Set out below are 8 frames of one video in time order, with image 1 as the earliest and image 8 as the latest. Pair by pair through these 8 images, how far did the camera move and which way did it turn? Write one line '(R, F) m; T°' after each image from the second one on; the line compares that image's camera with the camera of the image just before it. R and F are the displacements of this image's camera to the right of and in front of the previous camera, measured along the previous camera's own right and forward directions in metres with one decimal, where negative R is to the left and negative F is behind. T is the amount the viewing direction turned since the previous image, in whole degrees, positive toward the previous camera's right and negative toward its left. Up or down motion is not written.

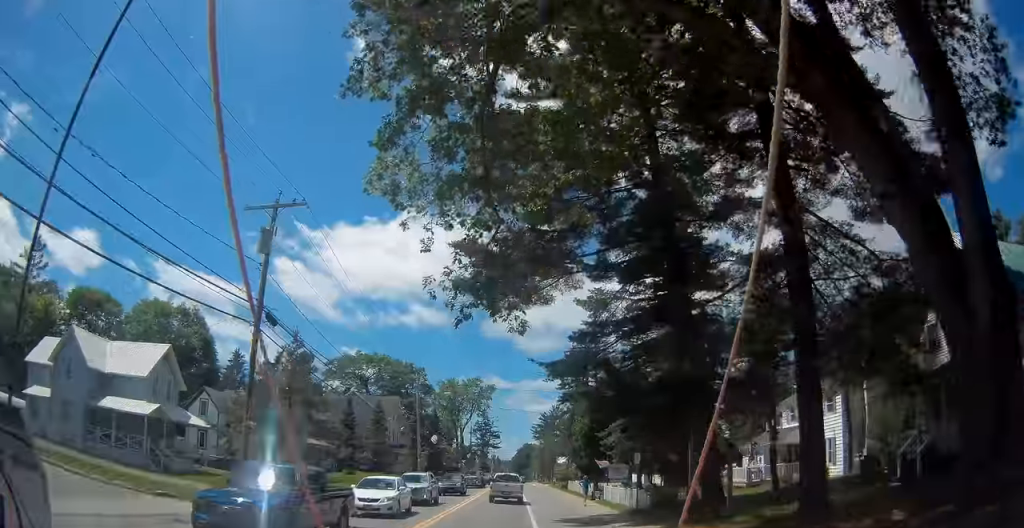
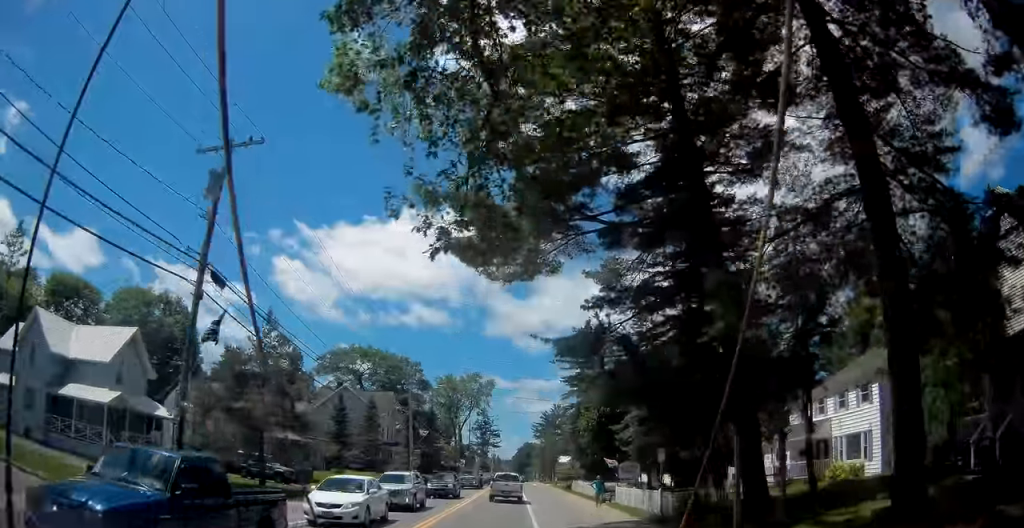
(-0.1, +3.6) m; 0°
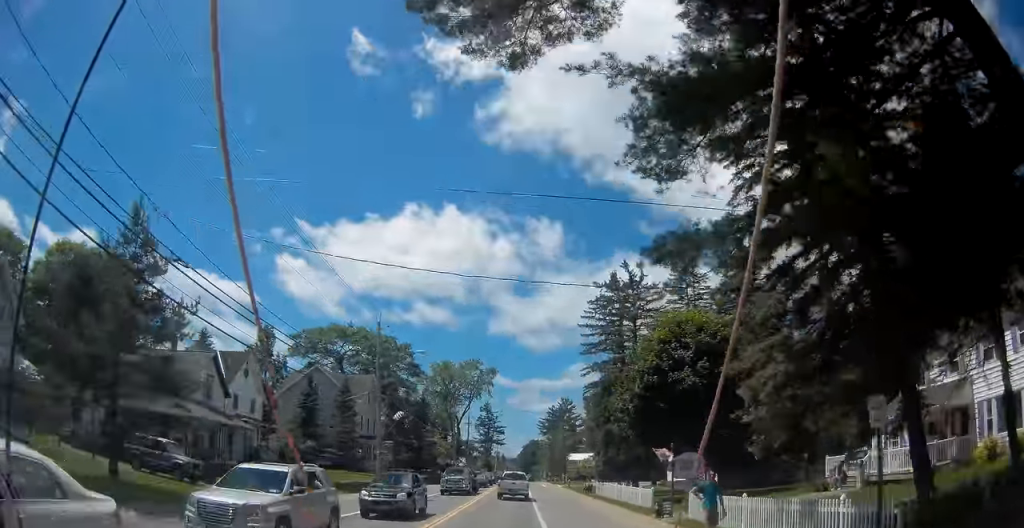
(+0.1, +11.6) m; -1°
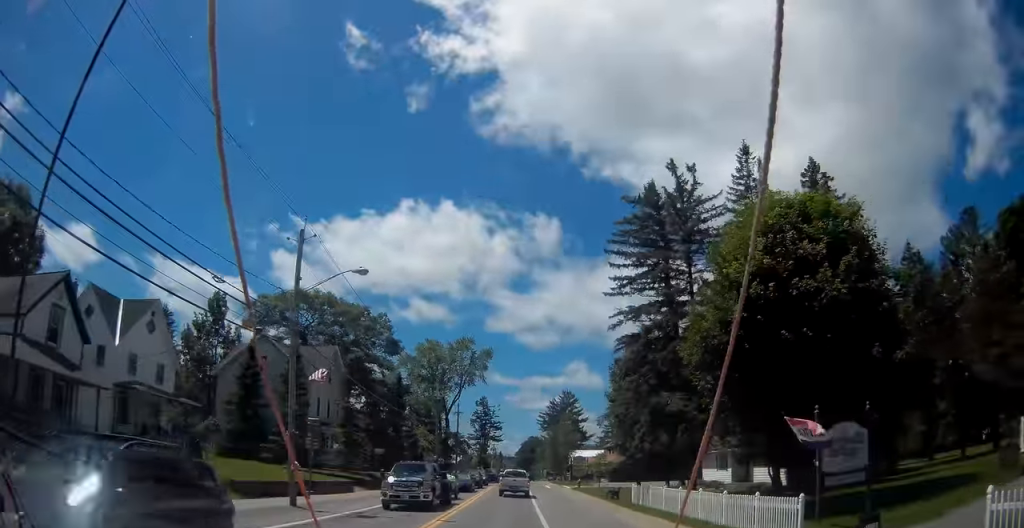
(-0.2, +12.9) m; 0°
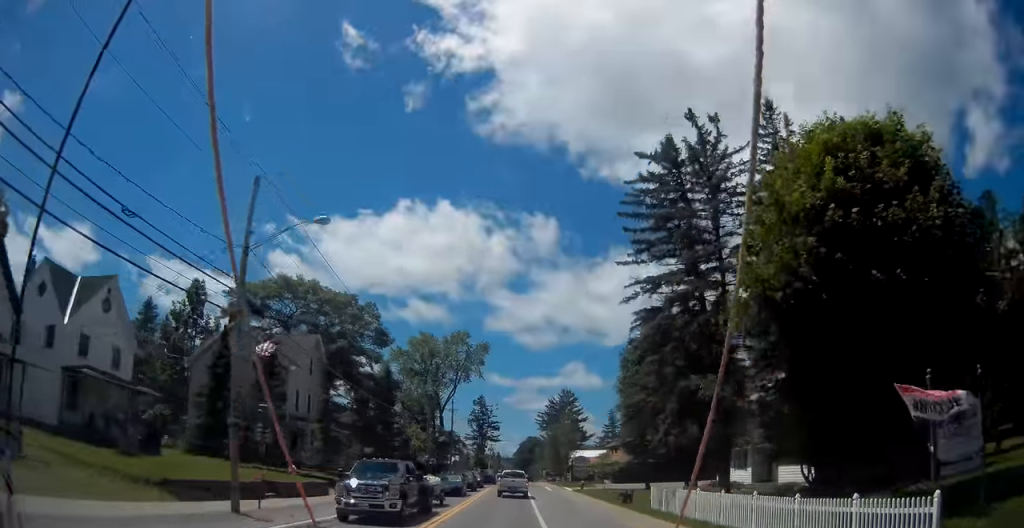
(+0.1, +4.5) m; +1°
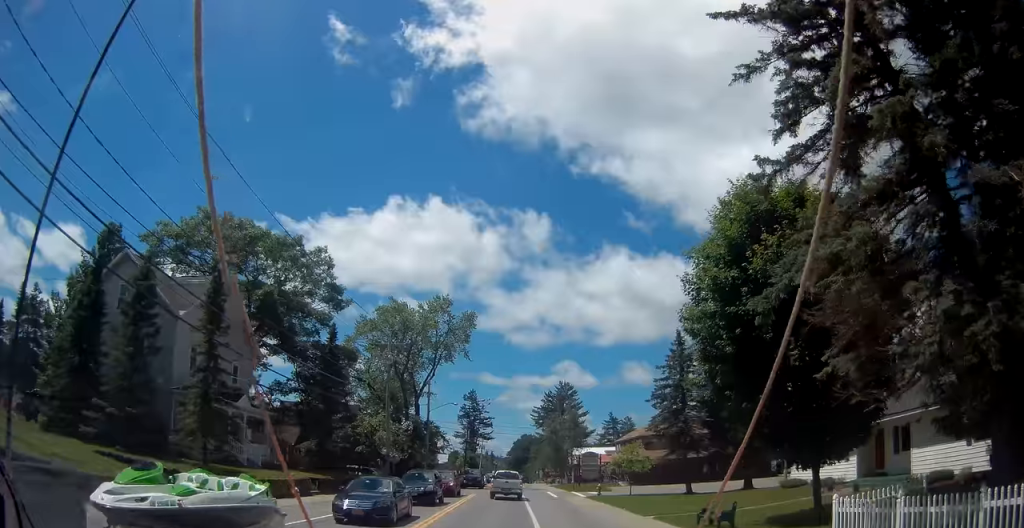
(-0.1, +15.7) m; -1°
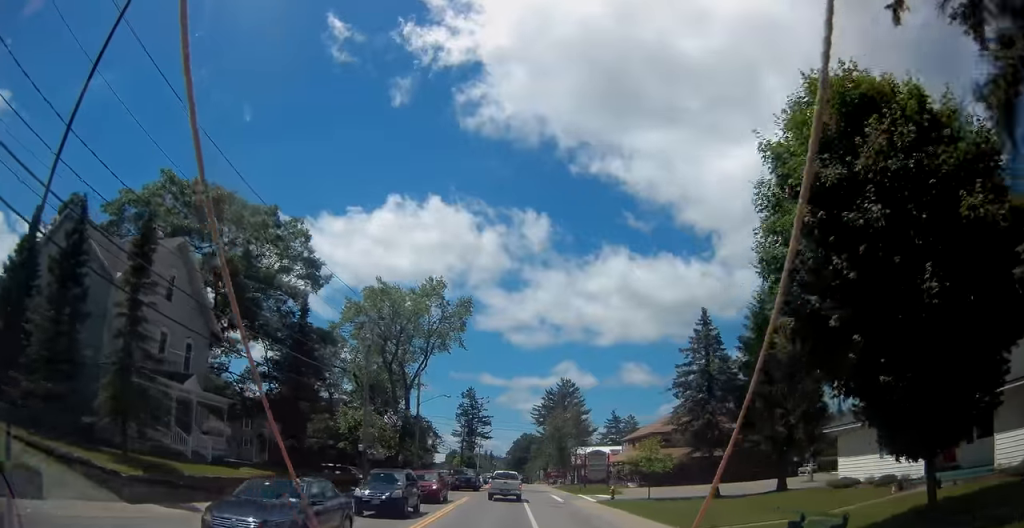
(-0.1, +6.1) m; 0°
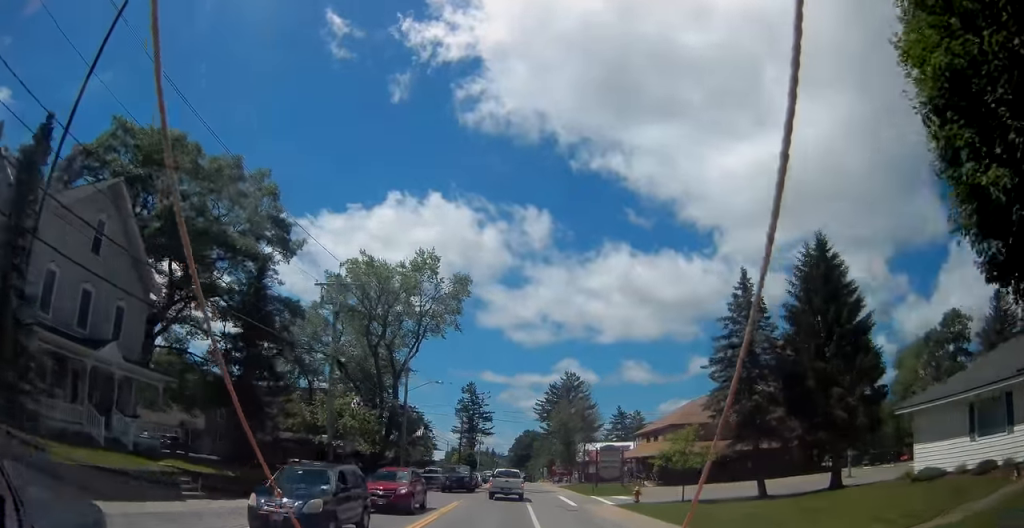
(0.0, +7.0) m; +1°
